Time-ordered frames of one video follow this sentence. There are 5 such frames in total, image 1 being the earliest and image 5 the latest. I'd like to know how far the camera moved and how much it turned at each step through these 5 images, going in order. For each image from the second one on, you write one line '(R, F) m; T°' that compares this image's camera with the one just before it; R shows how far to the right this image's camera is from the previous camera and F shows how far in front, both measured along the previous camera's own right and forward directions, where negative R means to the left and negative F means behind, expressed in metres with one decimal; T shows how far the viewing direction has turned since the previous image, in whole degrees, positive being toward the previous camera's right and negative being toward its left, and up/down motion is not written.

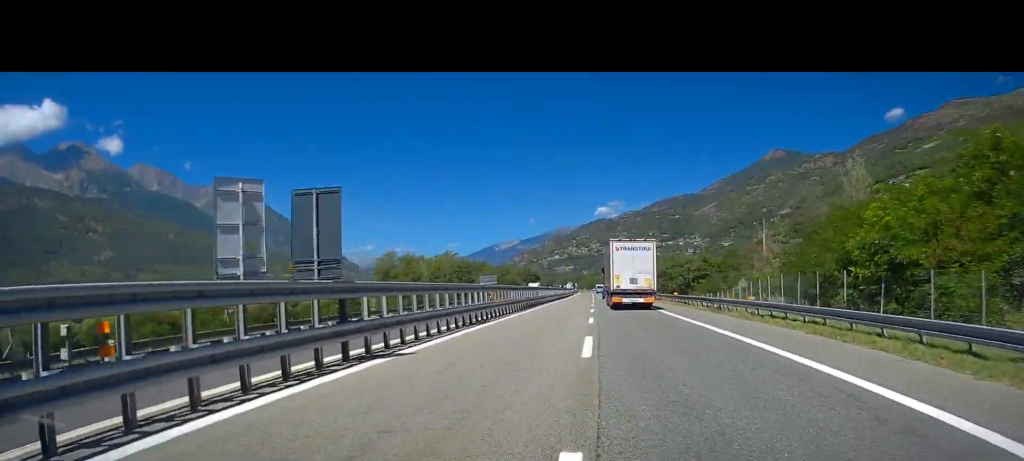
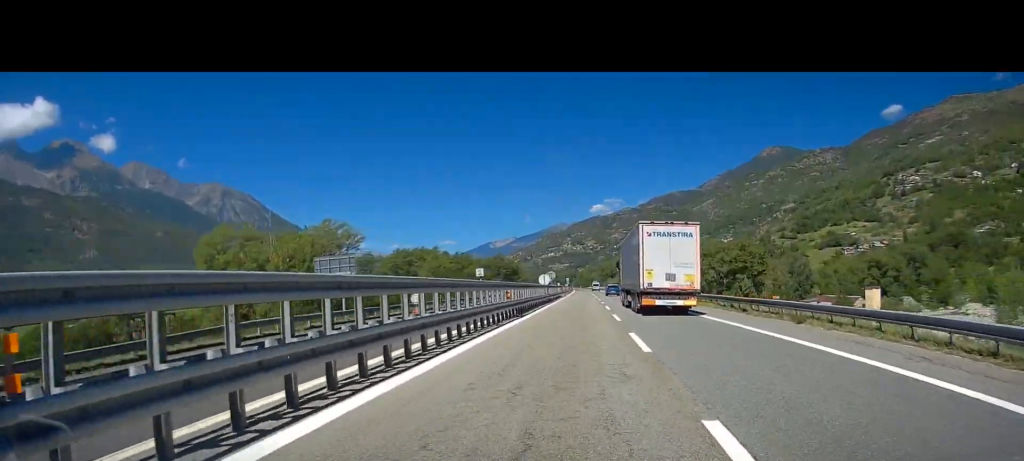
(+0.4, +83.1) m; 0°
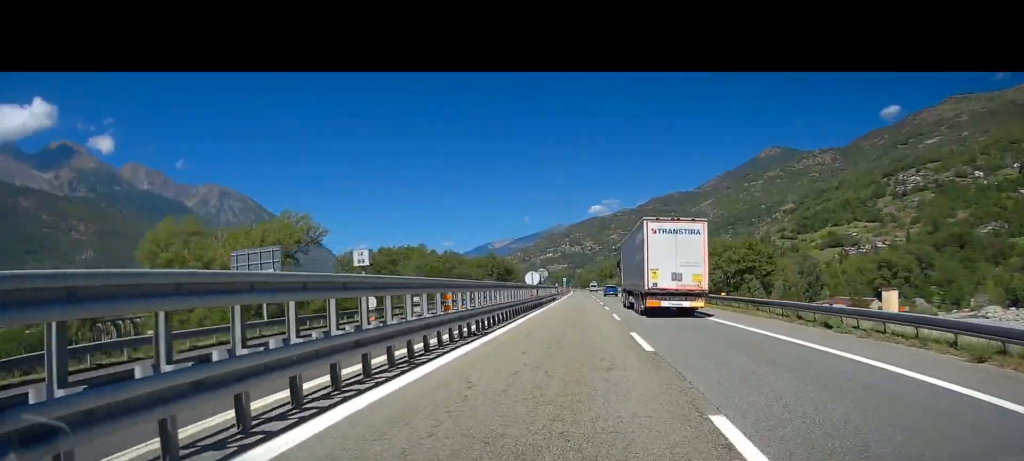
(0.0, +12.1) m; 0°
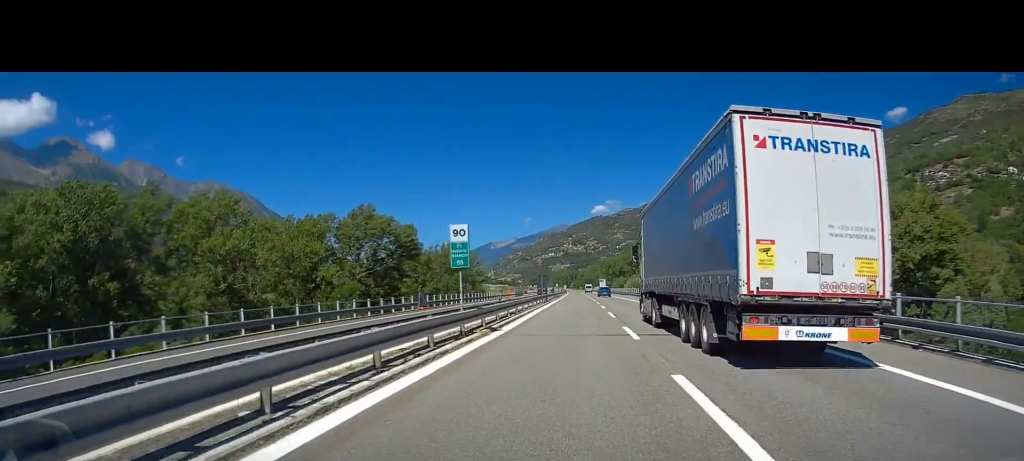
(-0.1, +97.1) m; 0°
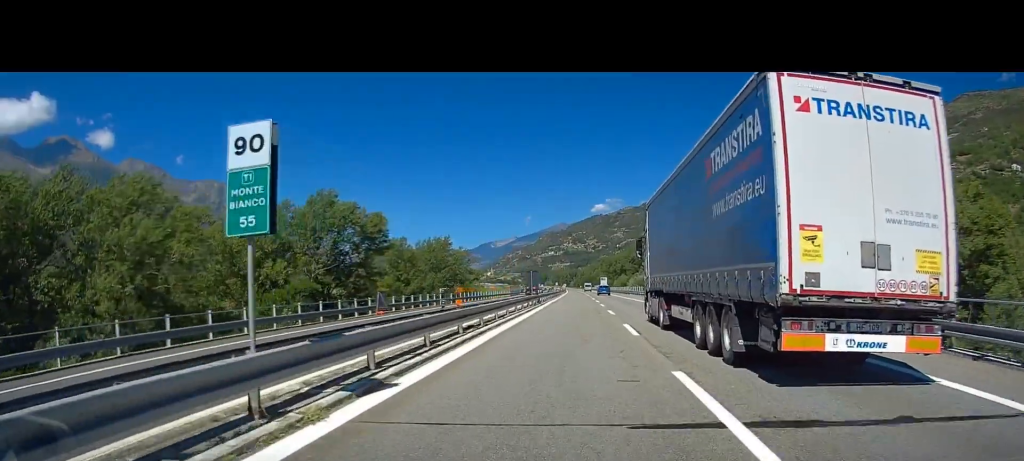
(0.0, +10.2) m; 0°
